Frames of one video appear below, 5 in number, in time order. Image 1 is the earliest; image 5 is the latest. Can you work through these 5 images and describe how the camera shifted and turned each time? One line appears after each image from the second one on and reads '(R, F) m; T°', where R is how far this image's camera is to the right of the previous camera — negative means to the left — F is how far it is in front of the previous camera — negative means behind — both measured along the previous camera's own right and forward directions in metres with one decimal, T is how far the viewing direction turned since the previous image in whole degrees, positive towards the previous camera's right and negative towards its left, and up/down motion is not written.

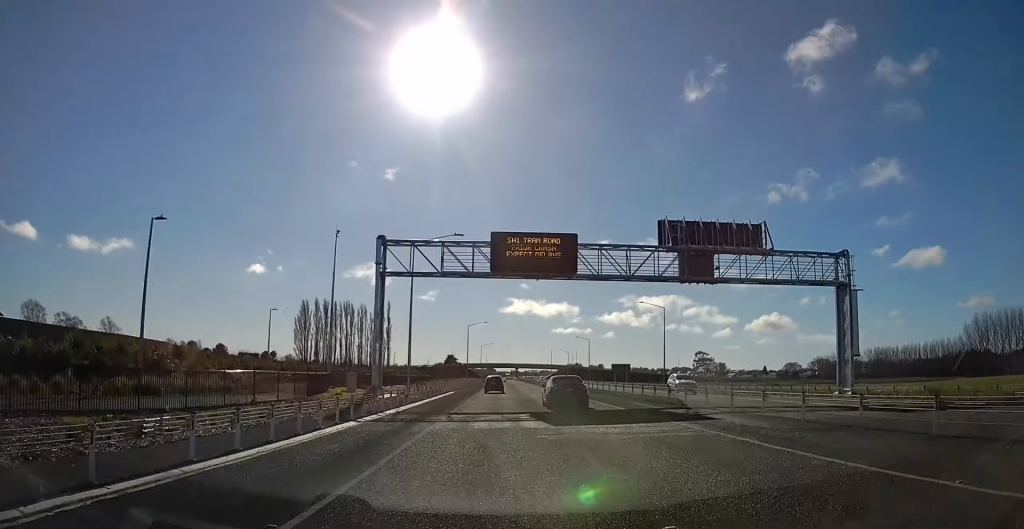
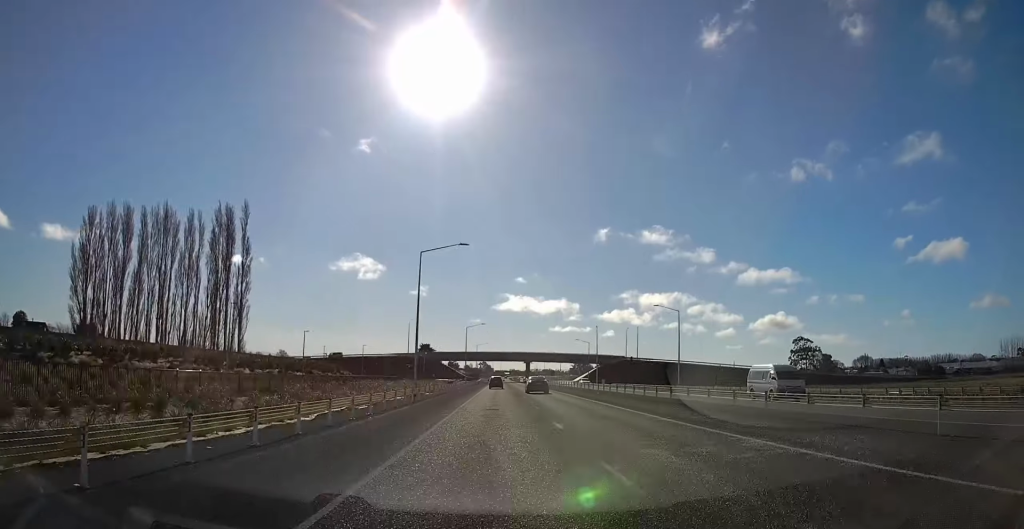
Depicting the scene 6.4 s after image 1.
(-1.9, +161.8) m; -1°
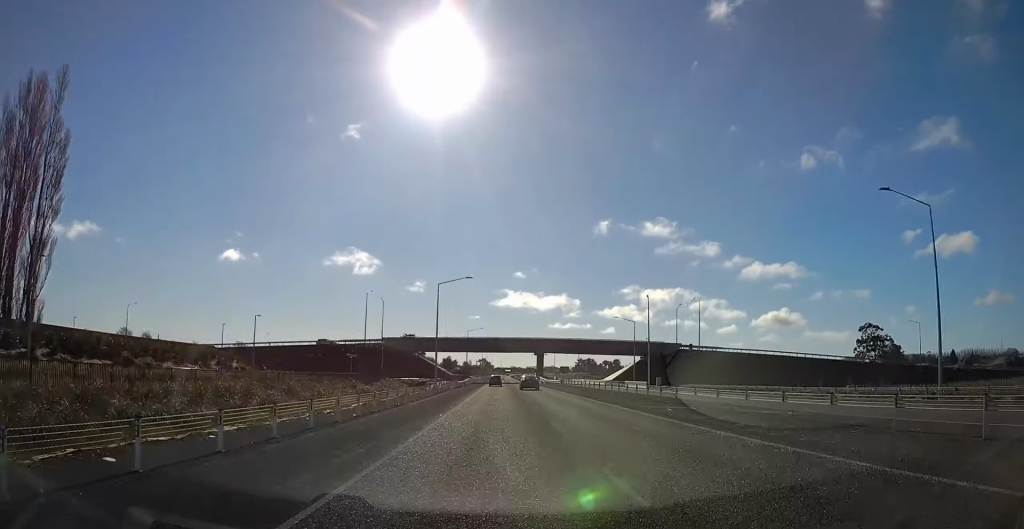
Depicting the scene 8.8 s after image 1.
(0.0, +61.1) m; 0°
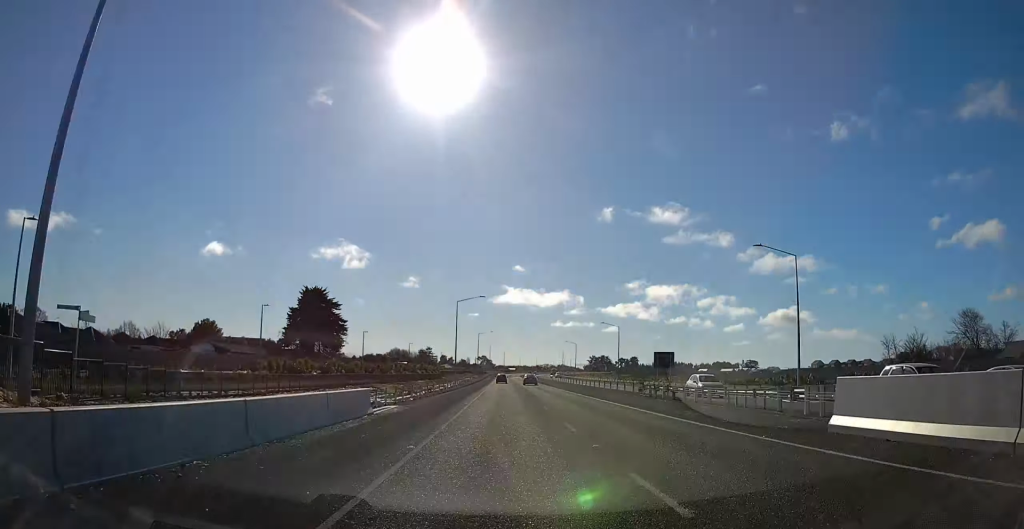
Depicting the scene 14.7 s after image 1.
(+1.3, +151.0) m; 0°
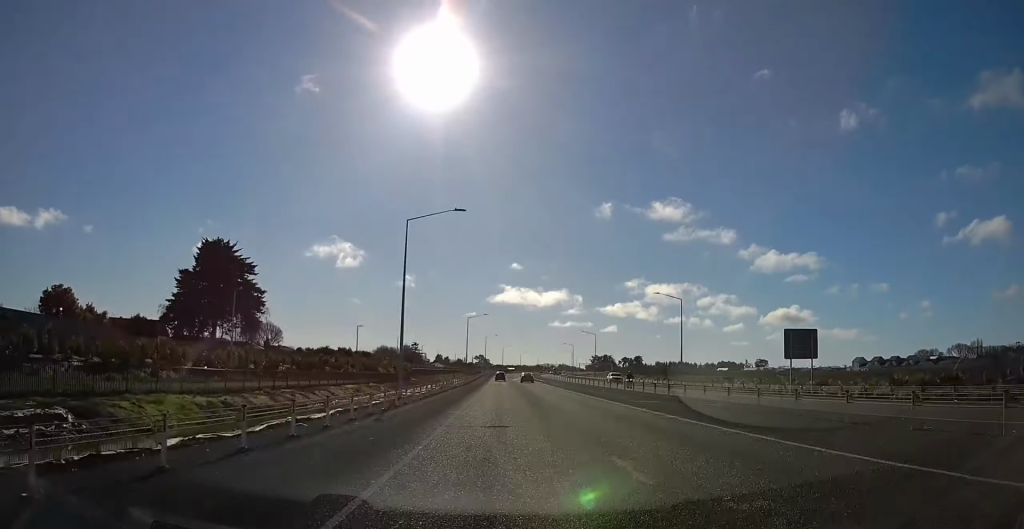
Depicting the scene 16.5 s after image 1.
(0.0, +48.5) m; 0°
